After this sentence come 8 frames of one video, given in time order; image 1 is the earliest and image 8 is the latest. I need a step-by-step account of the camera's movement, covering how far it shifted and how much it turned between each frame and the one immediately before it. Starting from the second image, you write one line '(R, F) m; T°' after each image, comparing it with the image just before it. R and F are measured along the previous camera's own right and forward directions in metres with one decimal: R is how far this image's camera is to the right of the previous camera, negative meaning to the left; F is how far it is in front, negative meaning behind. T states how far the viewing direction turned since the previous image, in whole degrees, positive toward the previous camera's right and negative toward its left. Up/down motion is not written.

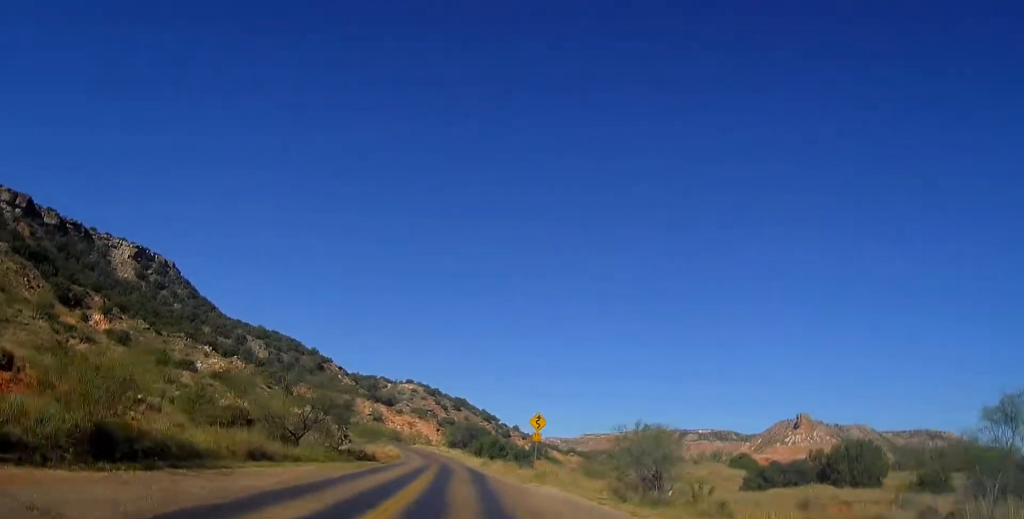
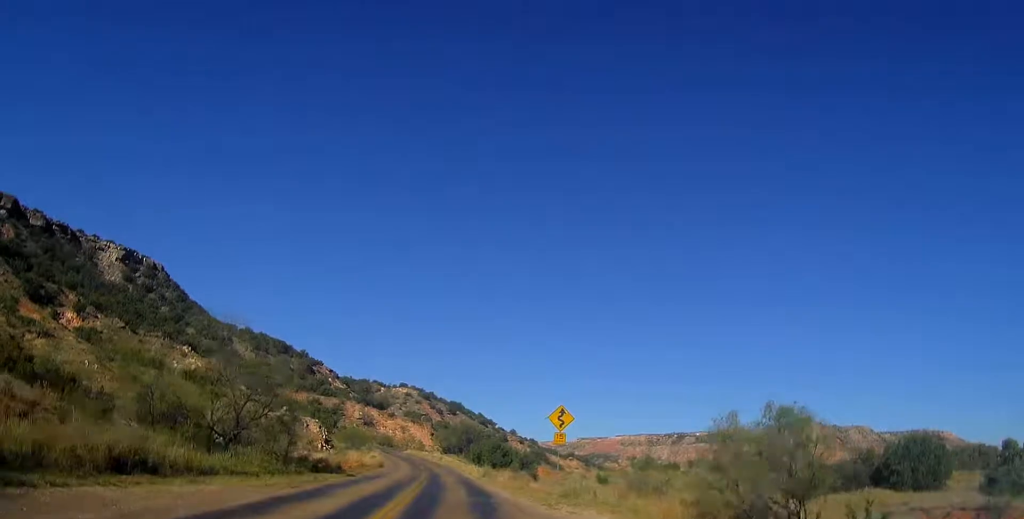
(0.0, +9.4) m; 0°
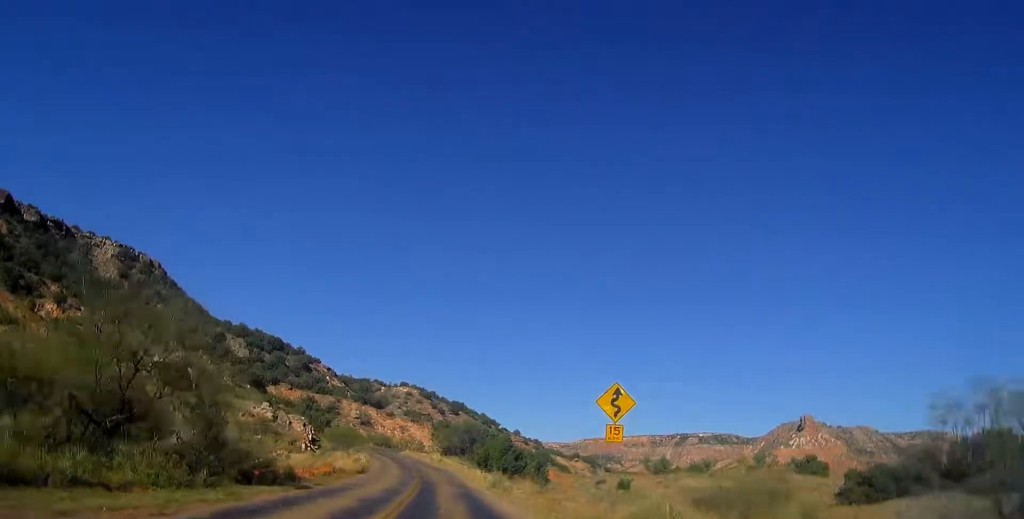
(0.0, +8.4) m; 0°
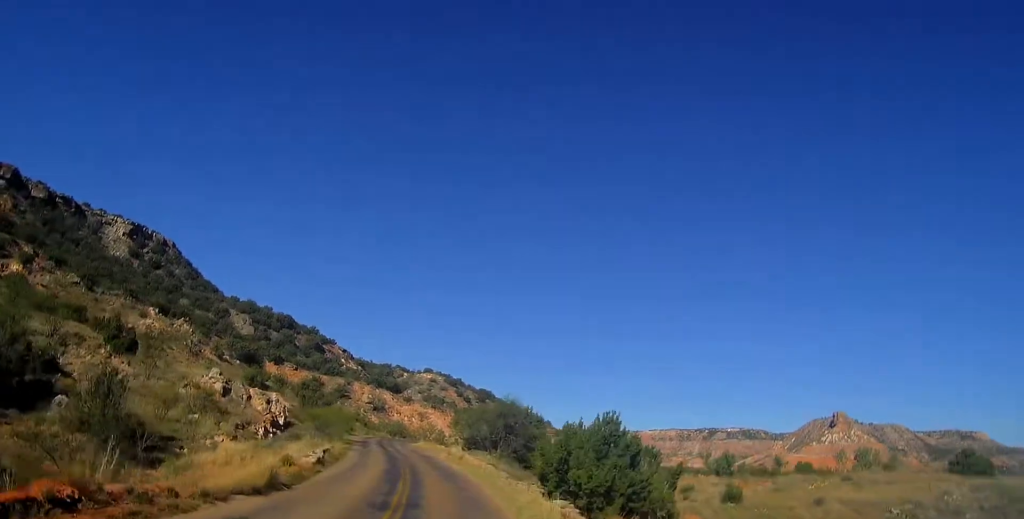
(-0.2, +20.2) m; -2°
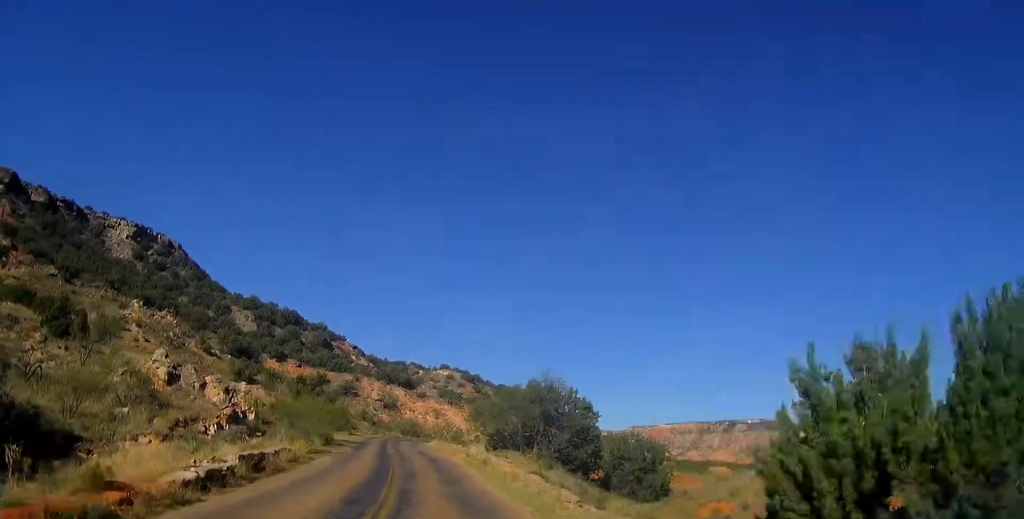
(-0.1, +11.7) m; -2°
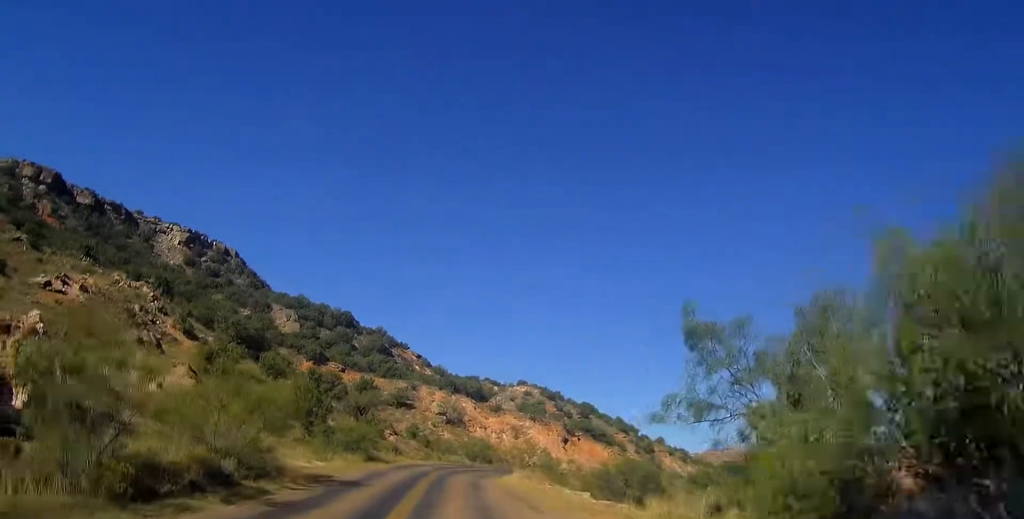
(-1.7, +27.8) m; -6°
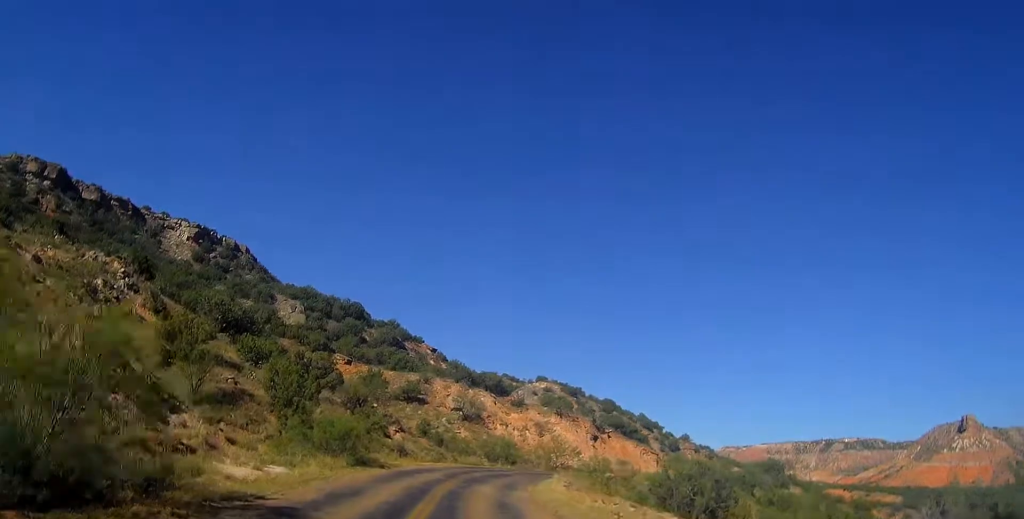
(+0.1, +9.8) m; -1°
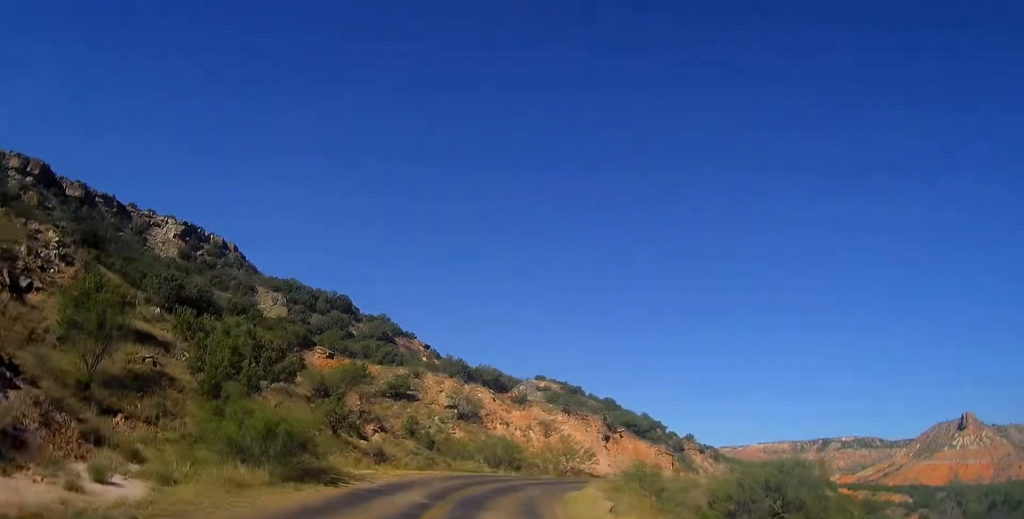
(-0.3, +10.0) m; 0°
